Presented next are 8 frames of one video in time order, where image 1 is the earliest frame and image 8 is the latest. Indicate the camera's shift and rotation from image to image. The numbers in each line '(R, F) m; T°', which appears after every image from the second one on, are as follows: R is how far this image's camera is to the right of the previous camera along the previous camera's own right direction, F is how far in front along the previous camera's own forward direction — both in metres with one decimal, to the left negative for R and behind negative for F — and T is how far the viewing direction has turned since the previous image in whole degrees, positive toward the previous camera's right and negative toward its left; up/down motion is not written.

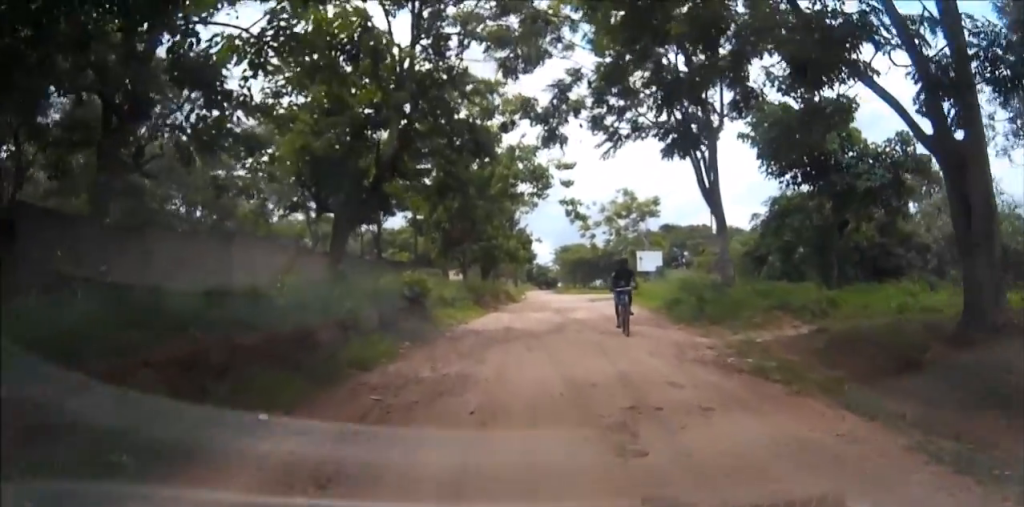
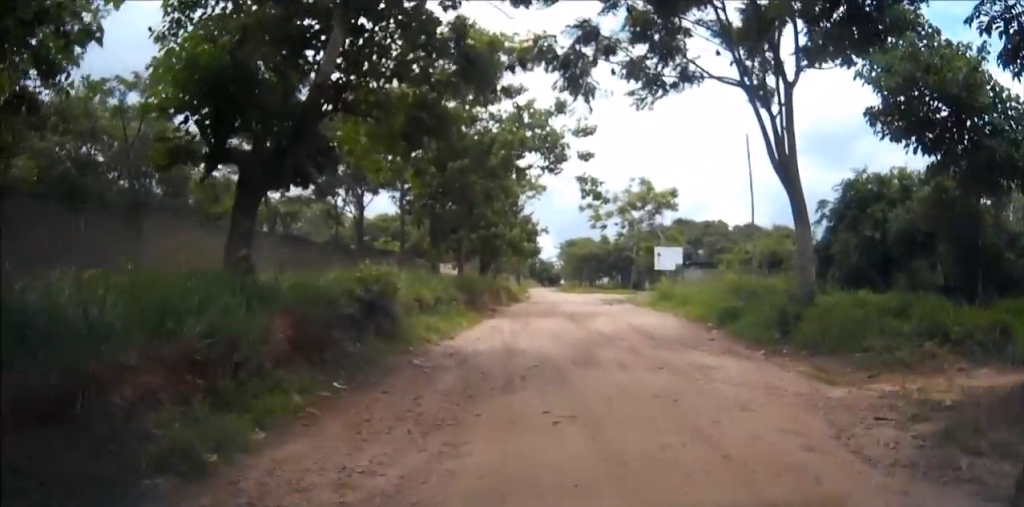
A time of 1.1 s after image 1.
(0.0, +6.5) m; +1°
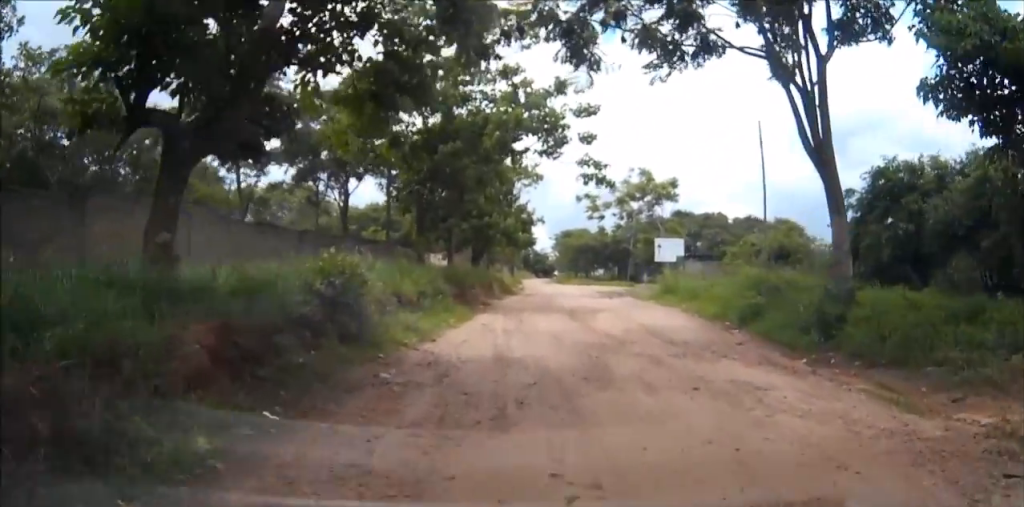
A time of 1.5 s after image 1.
(0.0, +2.3) m; +1°
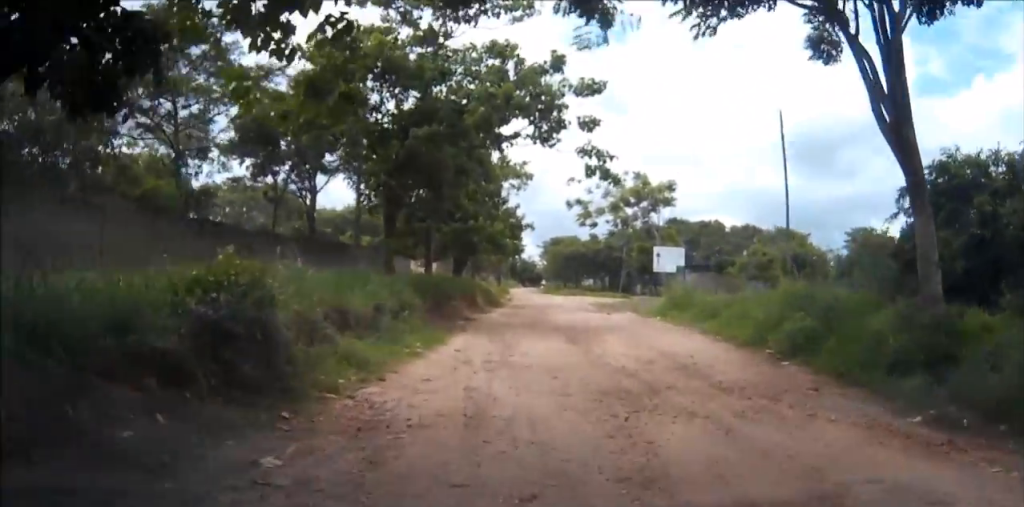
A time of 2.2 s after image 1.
(+0.1, +3.9) m; +2°
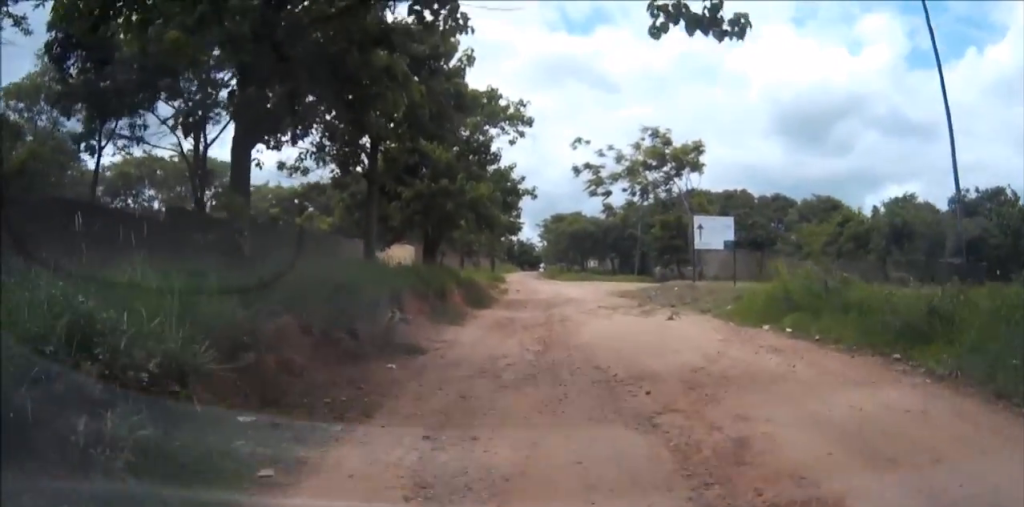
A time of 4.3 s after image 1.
(+0.3, +11.9) m; +2°
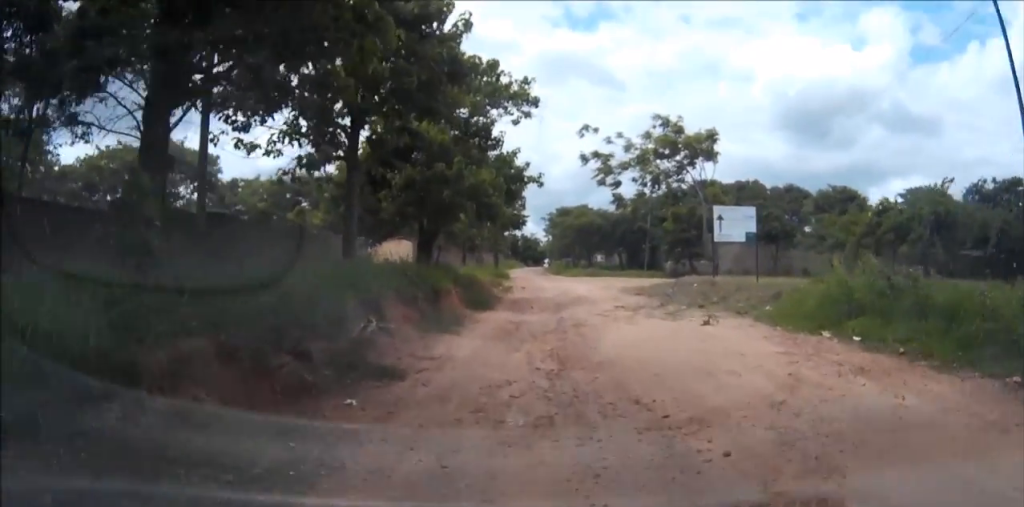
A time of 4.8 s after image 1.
(0.0, +3.0) m; 0°
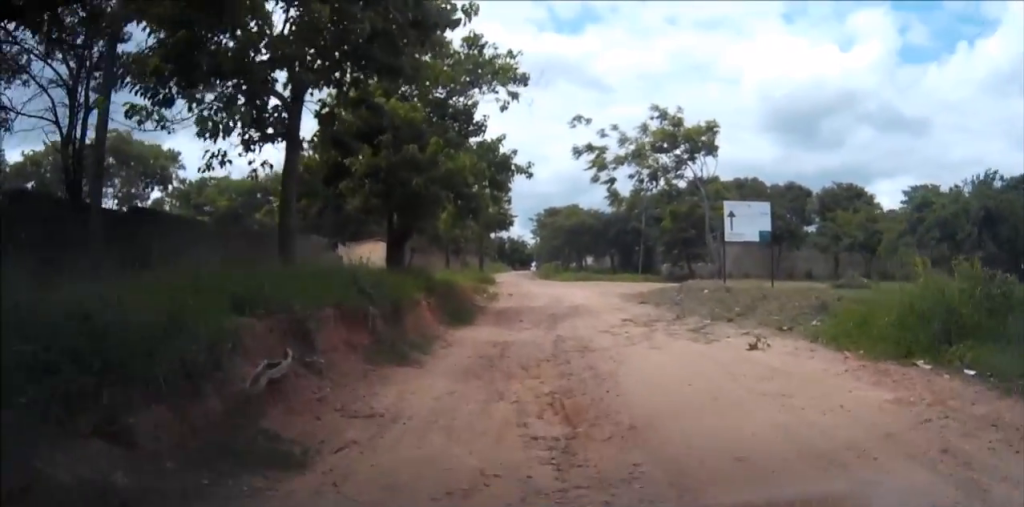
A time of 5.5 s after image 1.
(0.0, +3.7) m; 0°
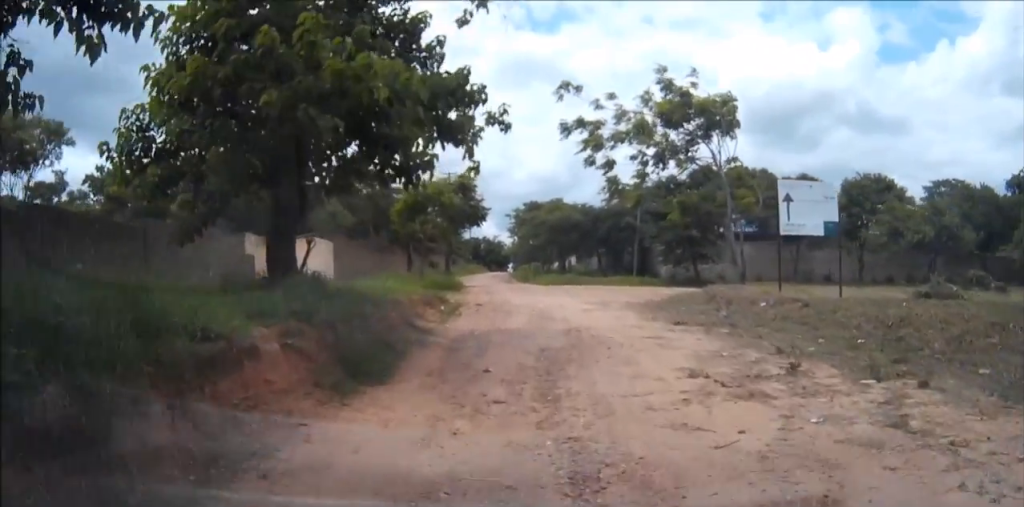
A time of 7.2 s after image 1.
(0.0, +8.7) m; +1°
